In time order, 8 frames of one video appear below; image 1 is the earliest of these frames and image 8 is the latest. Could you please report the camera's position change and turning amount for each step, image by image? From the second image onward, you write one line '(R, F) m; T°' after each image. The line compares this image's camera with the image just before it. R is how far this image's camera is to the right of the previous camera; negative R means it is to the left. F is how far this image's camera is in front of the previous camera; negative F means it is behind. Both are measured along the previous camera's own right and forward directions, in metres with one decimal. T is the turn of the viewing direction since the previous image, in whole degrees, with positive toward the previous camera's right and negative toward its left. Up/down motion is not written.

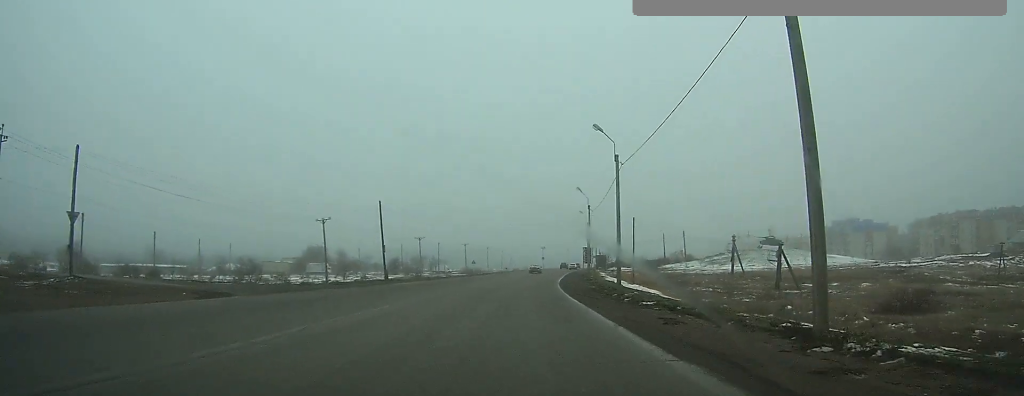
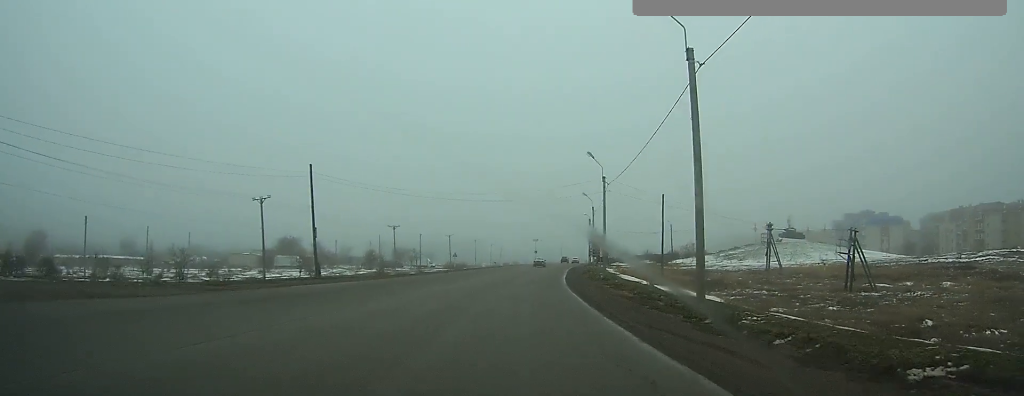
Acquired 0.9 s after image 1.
(0.0, +17.6) m; +1°
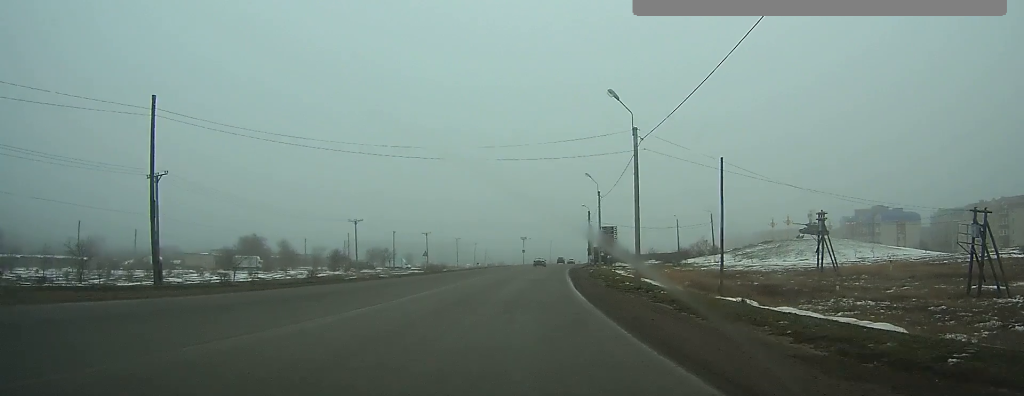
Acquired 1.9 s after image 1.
(+0.2, +16.6) m; +1°
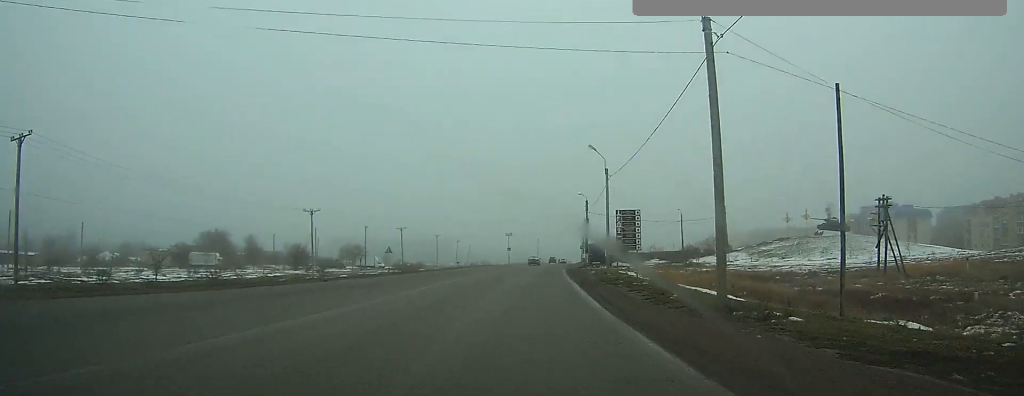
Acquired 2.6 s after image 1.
(+0.1, +12.2) m; +1°
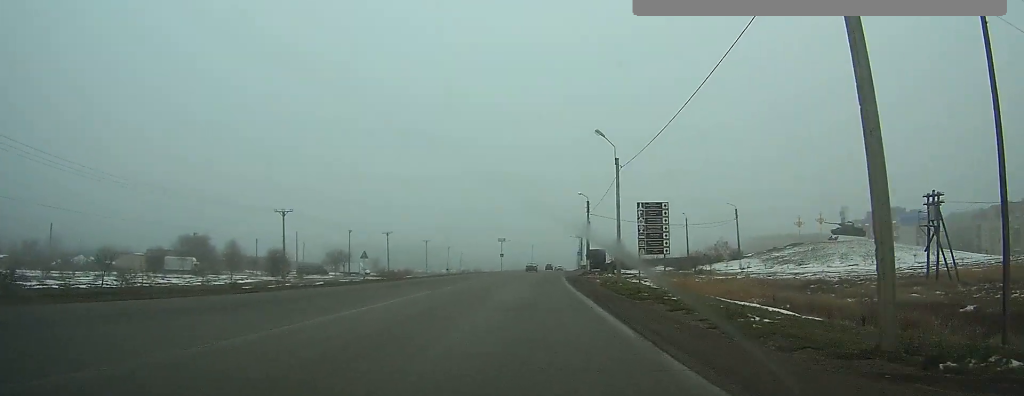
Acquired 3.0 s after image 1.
(0.0, +6.5) m; +1°
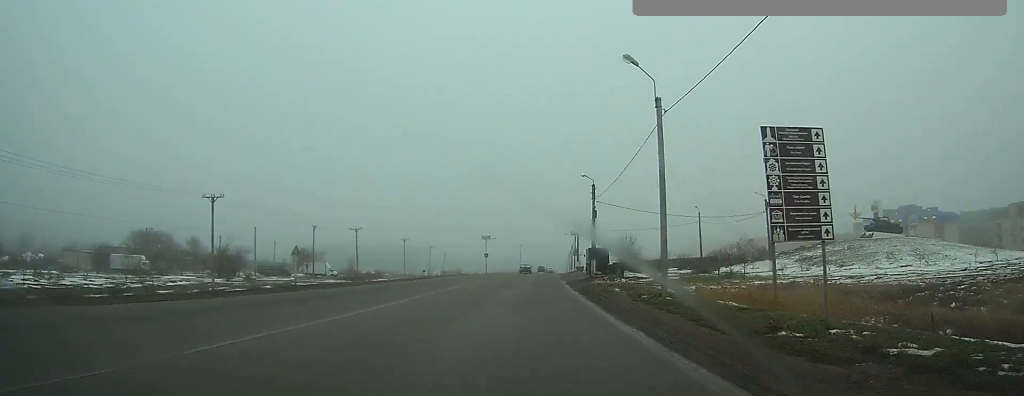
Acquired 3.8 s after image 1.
(+0.1, +12.3) m; +1°
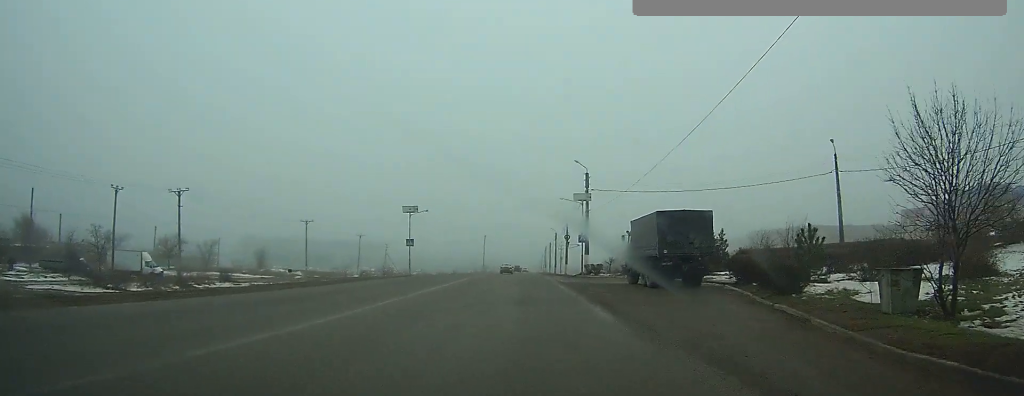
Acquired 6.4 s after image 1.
(+1.0, +49.5) m; +2°
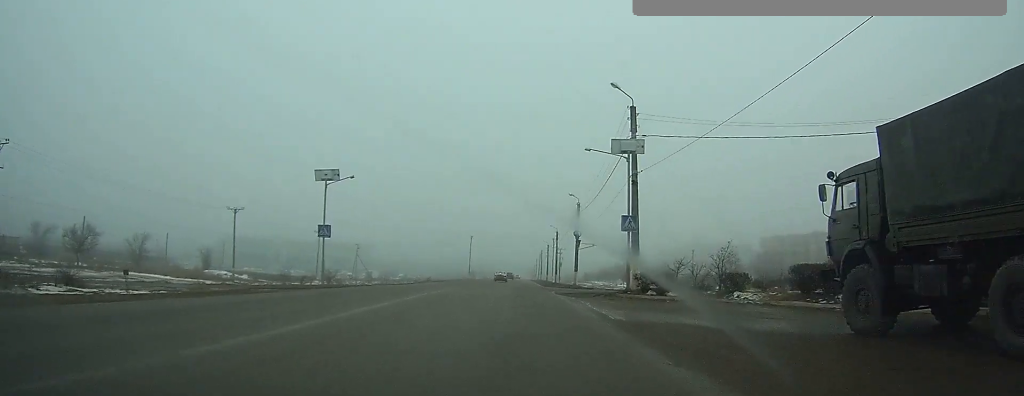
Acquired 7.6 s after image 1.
(+0.2, +23.4) m; +1°
